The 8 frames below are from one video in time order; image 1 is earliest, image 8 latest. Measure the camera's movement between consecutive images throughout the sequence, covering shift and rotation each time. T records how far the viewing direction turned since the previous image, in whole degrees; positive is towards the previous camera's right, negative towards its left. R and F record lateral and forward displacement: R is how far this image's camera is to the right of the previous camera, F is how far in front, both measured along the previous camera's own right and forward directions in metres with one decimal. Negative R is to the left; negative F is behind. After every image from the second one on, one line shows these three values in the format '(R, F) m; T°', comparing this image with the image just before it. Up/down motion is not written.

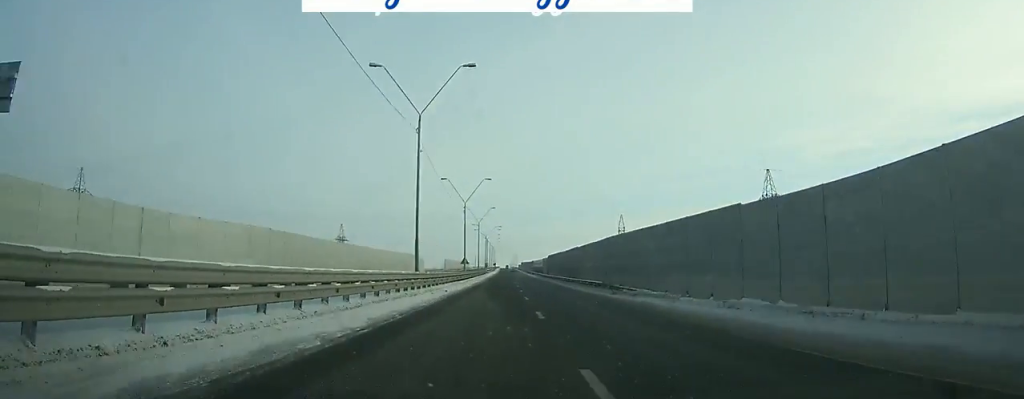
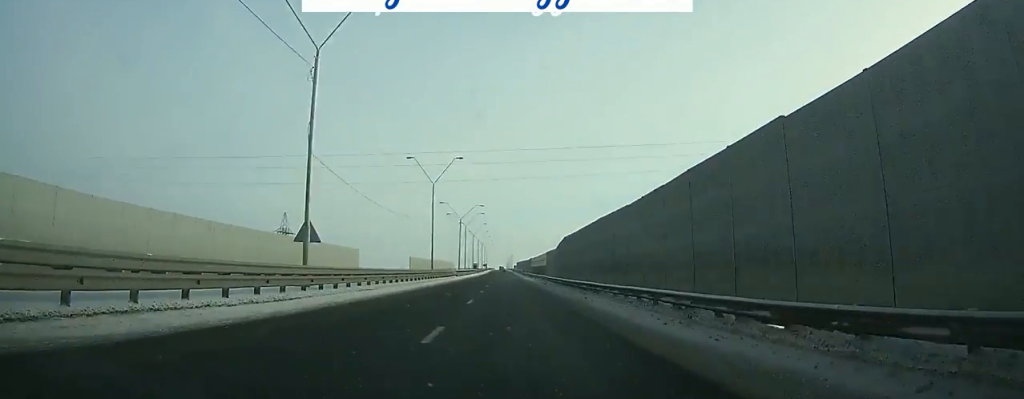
(0.0, +58.0) m; -1°
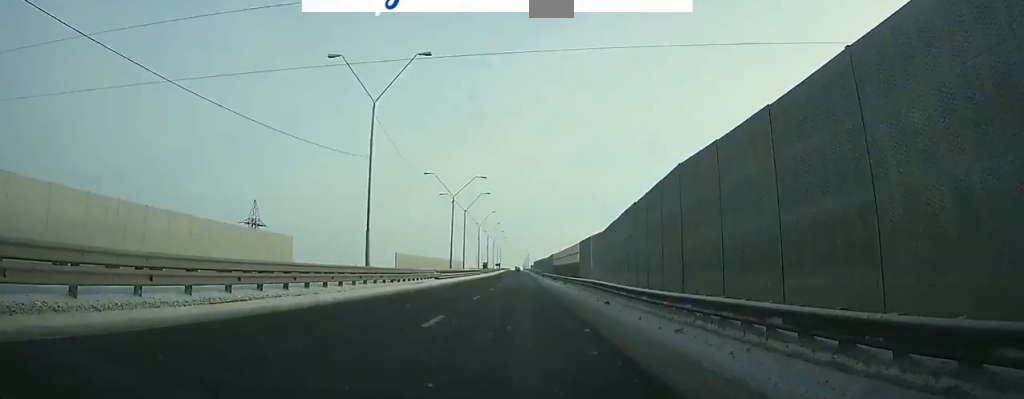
(-0.4, +35.8) m; -1°
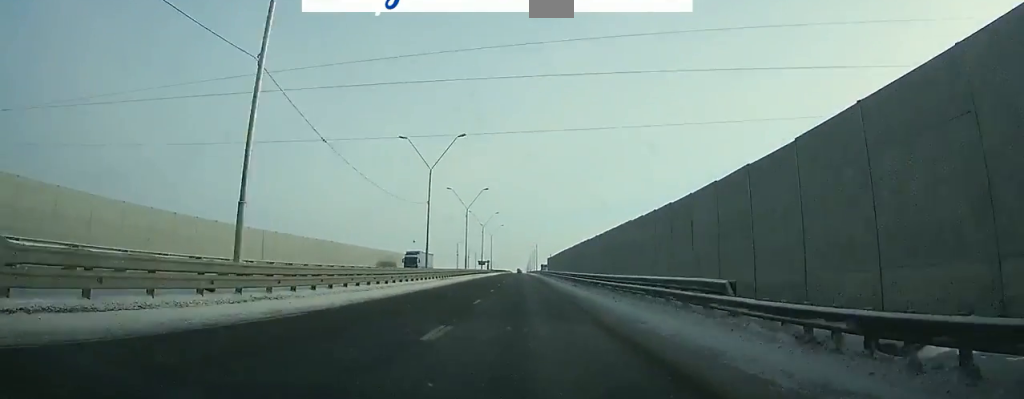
(-0.6, +116.2) m; -1°
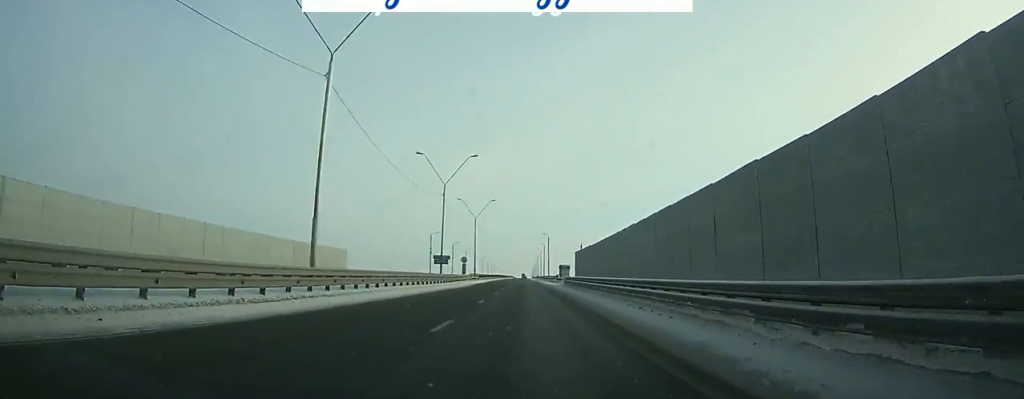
(-0.2, +71.8) m; 0°
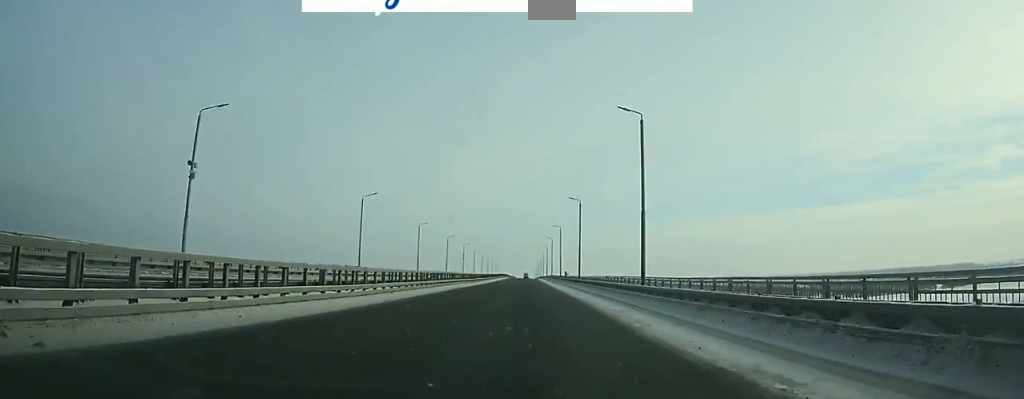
(+0.2, +153.0) m; 0°
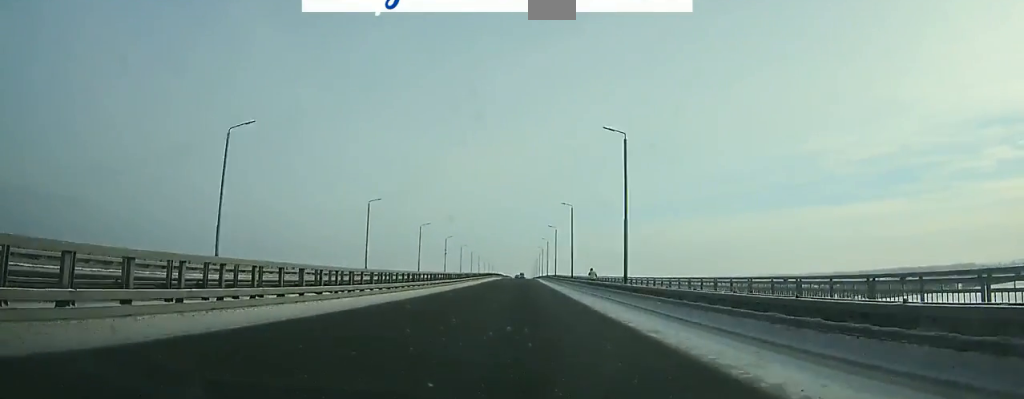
(0.0, +38.0) m; 0°
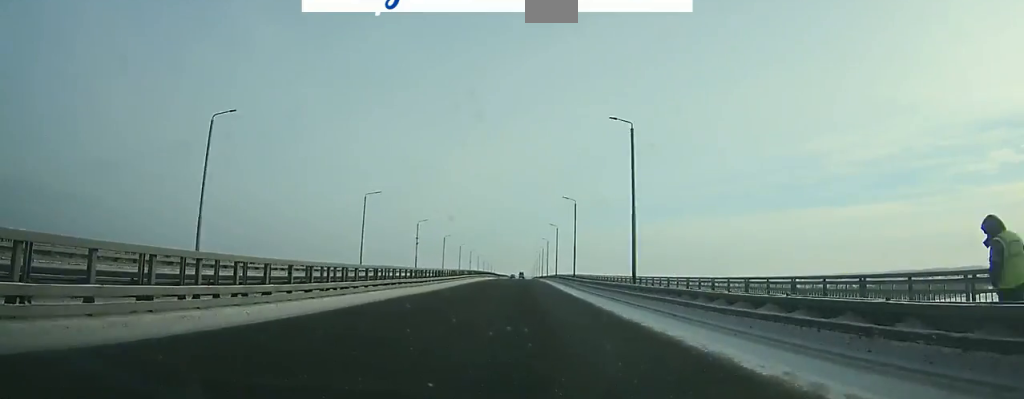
(+0.1, +46.4) m; 0°
